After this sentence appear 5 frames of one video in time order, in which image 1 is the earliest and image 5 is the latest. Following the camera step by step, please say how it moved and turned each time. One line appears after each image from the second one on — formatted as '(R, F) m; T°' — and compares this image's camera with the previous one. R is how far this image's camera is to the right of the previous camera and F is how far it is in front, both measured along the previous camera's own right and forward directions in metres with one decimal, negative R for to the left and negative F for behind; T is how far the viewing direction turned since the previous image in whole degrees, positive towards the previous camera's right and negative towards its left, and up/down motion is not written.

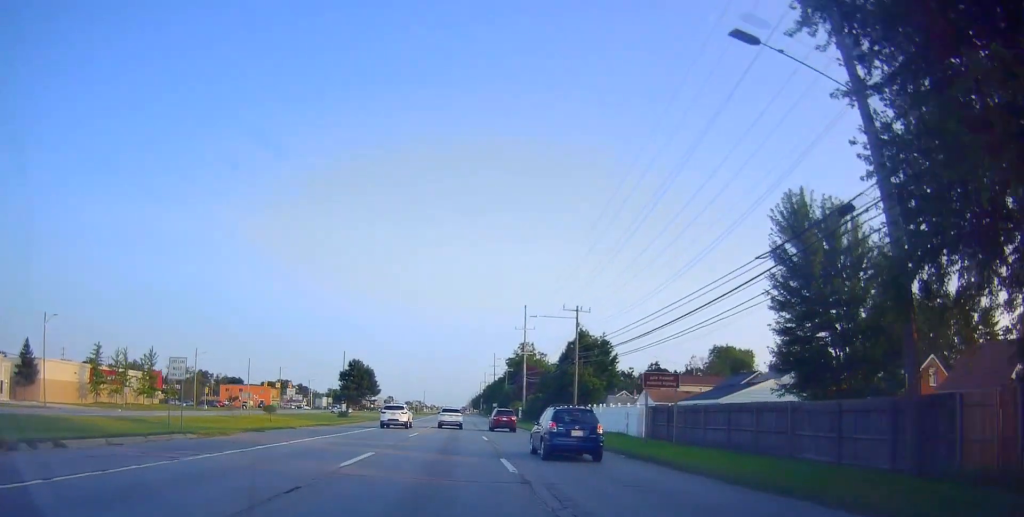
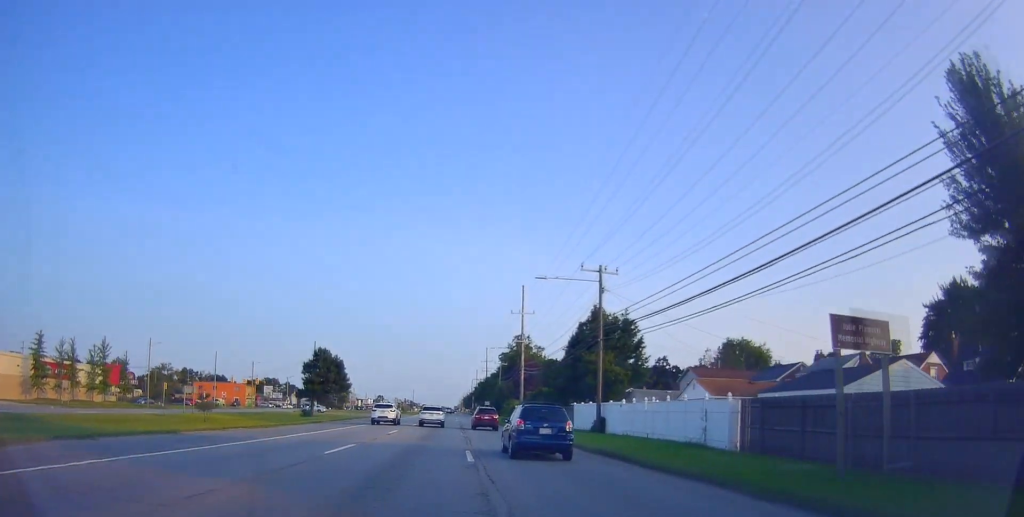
(-0.2, +13.7) m; 0°
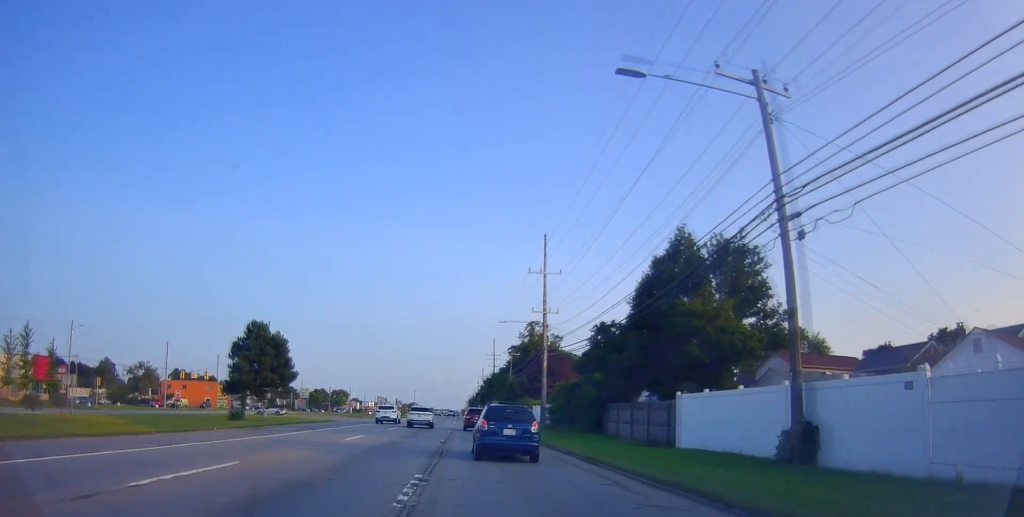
(+0.4, +23.2) m; +1°
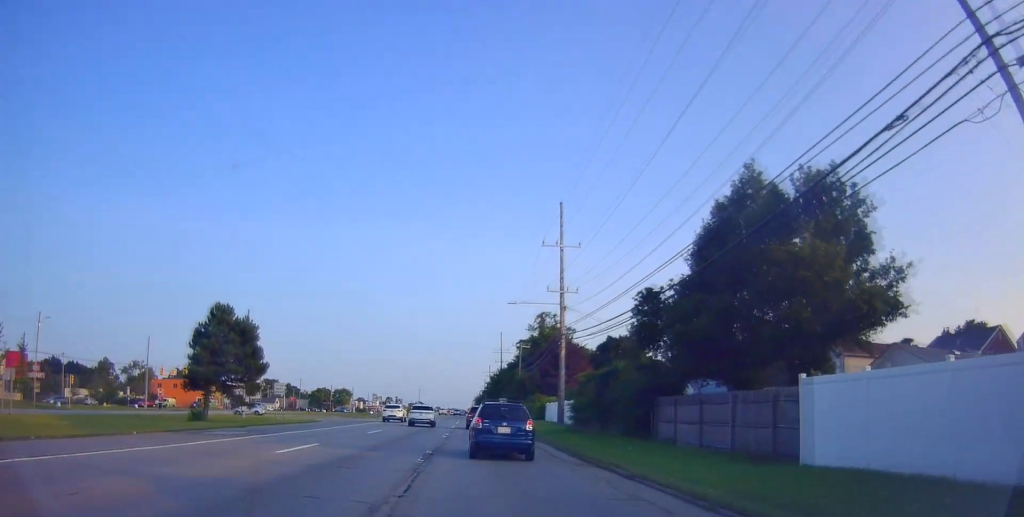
(0.0, +8.7) m; 0°
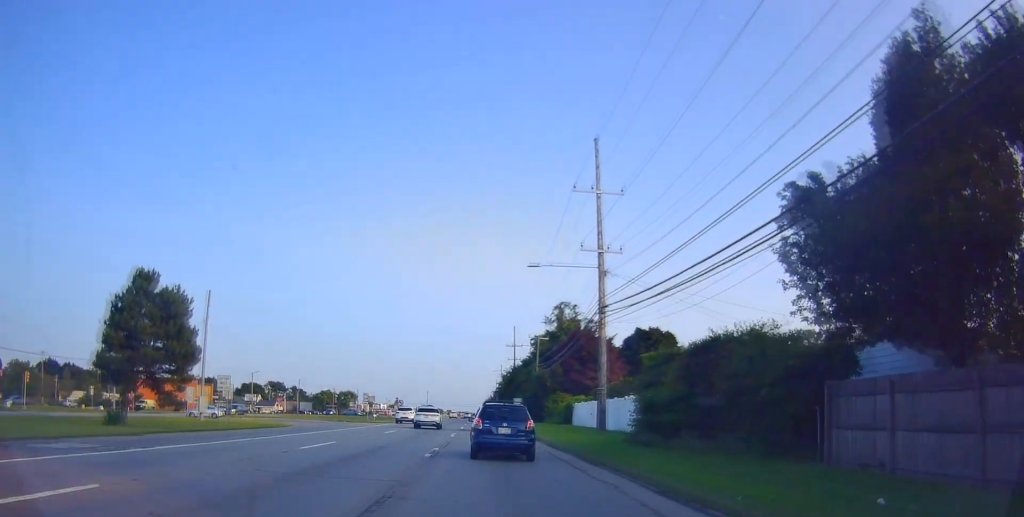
(0.0, +12.5) m; 0°
